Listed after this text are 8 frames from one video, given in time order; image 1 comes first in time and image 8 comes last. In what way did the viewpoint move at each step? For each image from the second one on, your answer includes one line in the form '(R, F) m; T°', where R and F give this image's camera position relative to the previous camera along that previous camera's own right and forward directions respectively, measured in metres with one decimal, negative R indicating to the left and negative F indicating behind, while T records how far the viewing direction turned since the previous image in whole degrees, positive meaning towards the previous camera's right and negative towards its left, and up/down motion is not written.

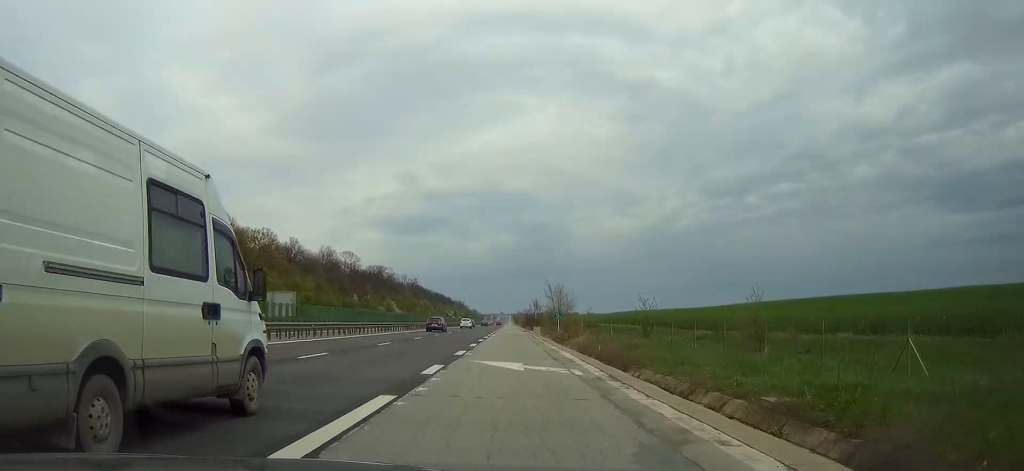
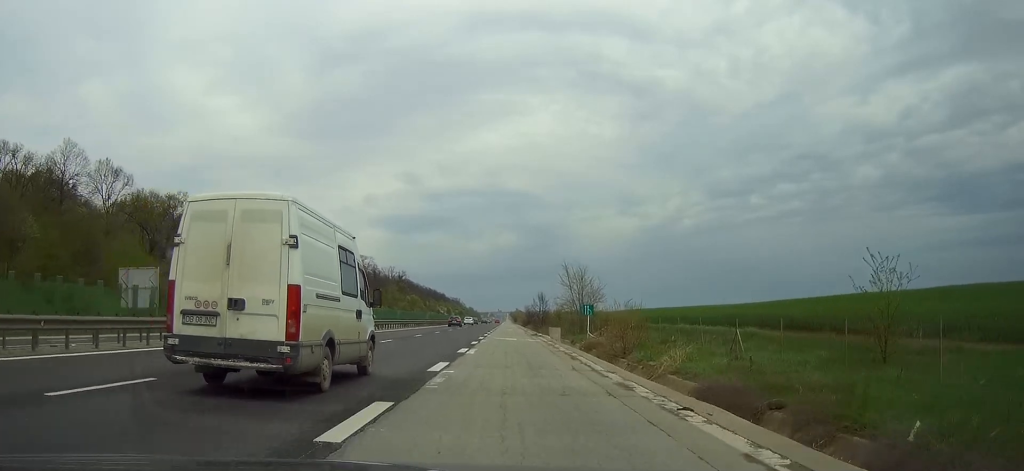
(0.0, +35.8) m; 0°
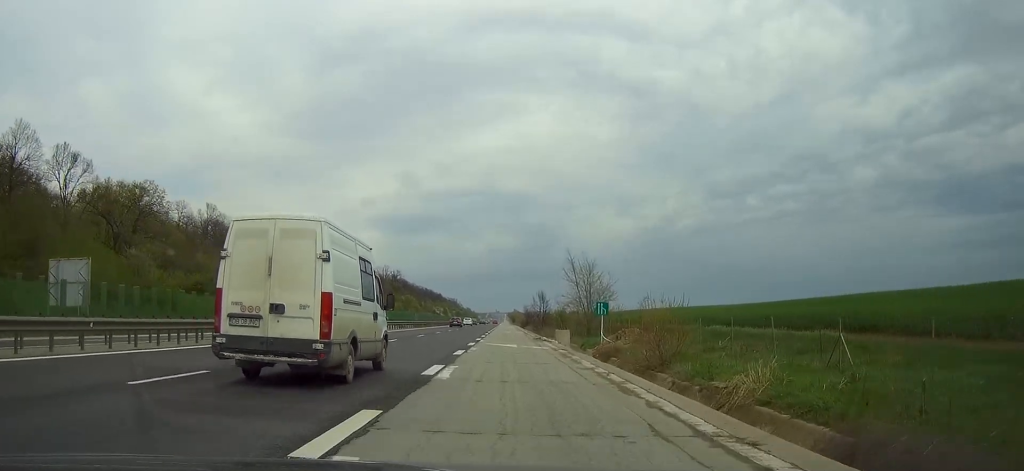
(0.0, +10.1) m; 0°
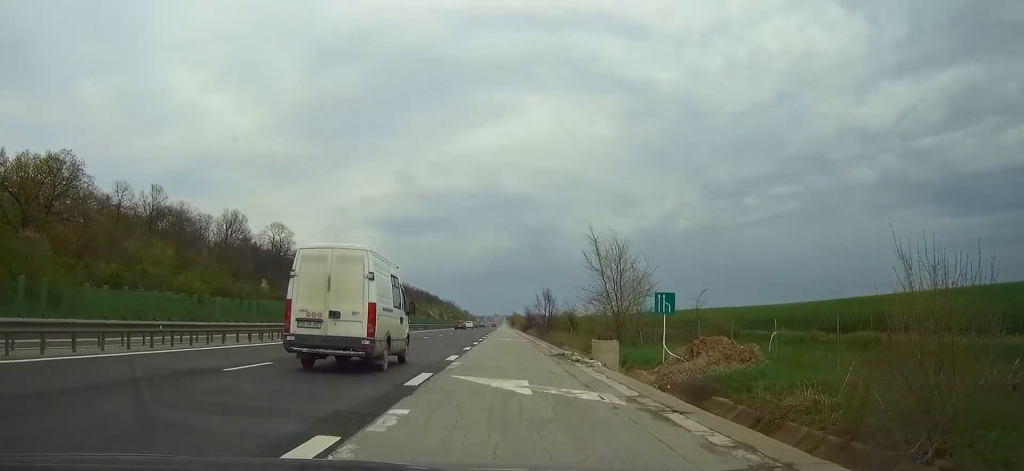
(0.0, +21.2) m; 0°
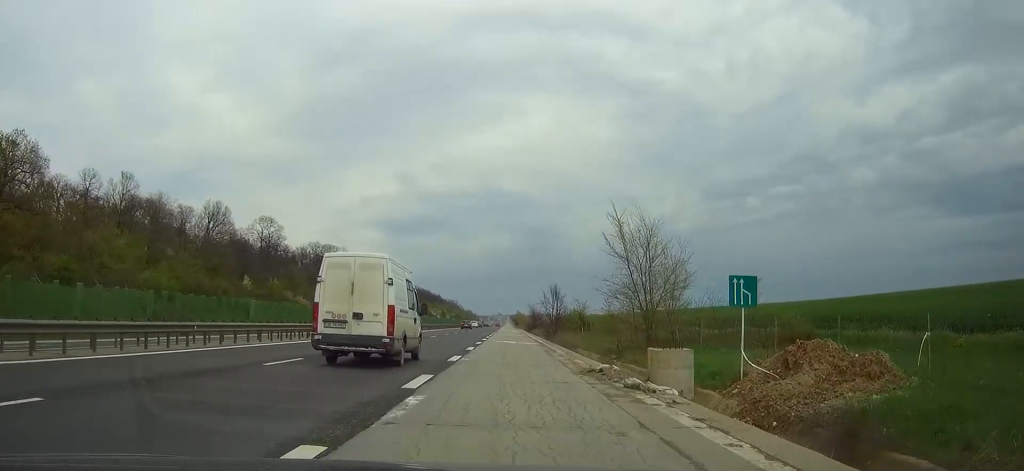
(0.0, +10.3) m; 0°
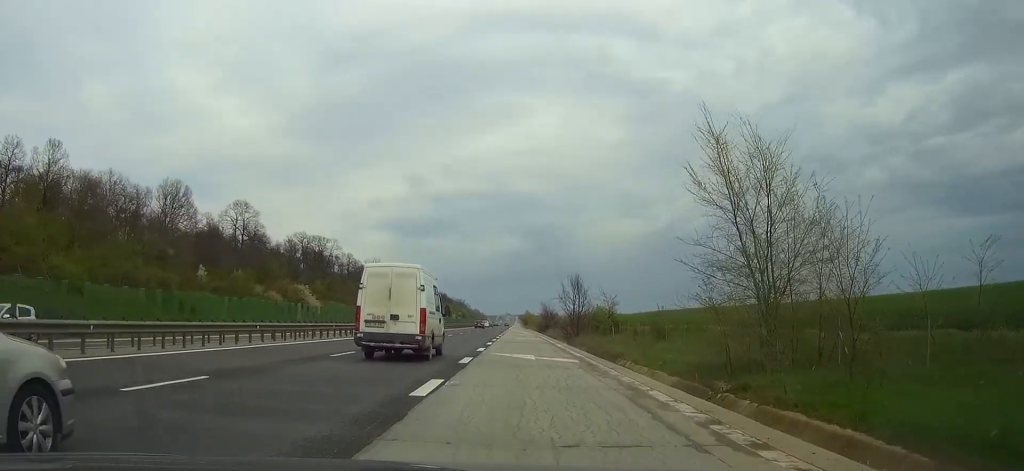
(0.0, +20.1) m; 0°
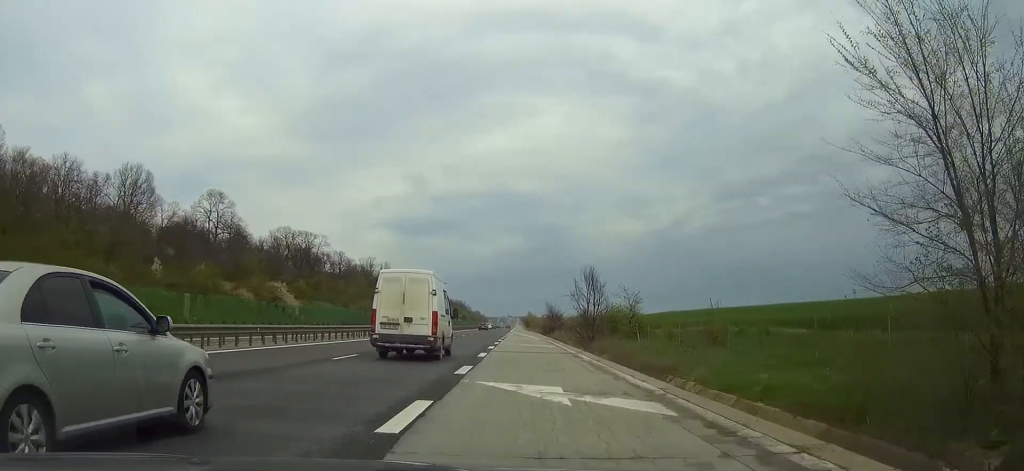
(0.0, +12.8) m; 0°
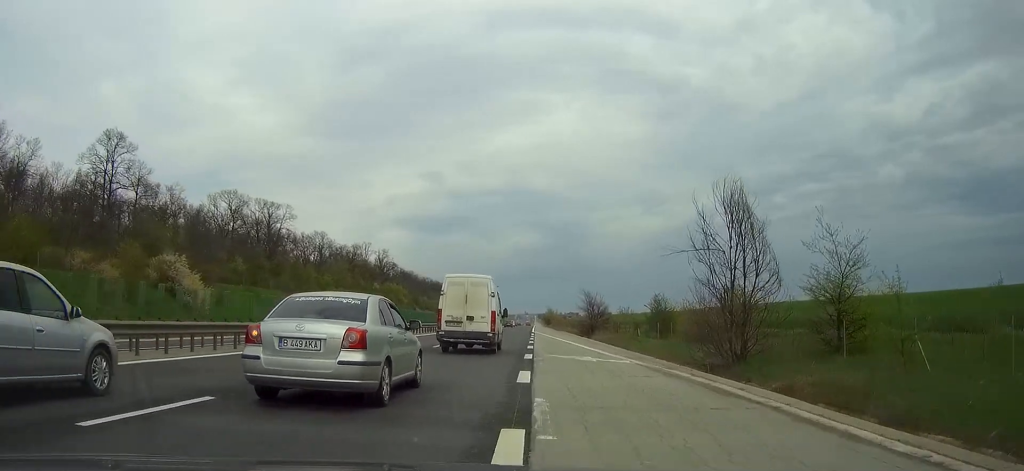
(-0.3, +38.6) m; -1°
